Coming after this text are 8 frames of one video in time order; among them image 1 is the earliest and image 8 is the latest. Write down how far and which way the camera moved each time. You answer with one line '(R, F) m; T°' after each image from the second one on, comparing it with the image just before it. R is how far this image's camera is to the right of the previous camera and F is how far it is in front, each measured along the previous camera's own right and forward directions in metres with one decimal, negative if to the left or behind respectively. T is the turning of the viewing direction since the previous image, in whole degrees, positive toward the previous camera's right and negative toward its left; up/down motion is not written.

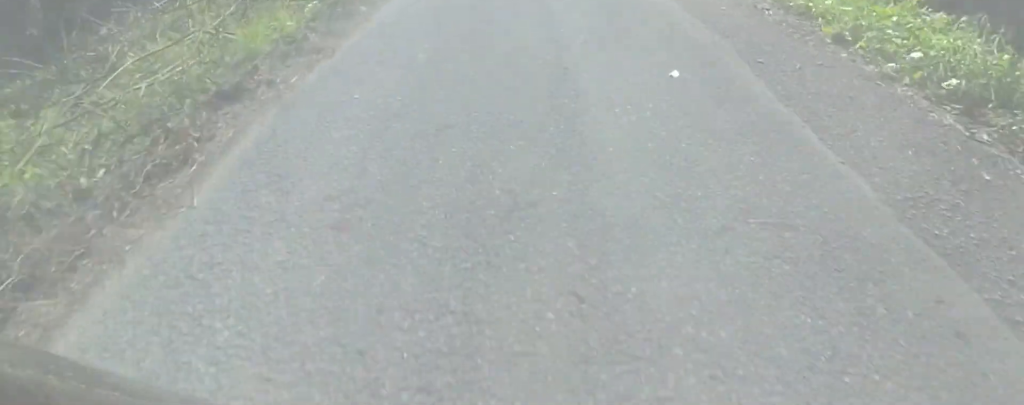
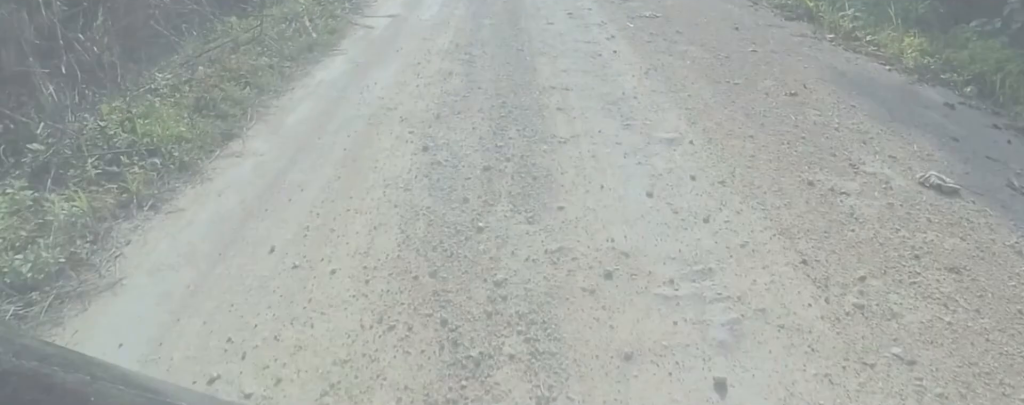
(+3.1, +27.9) m; +5°
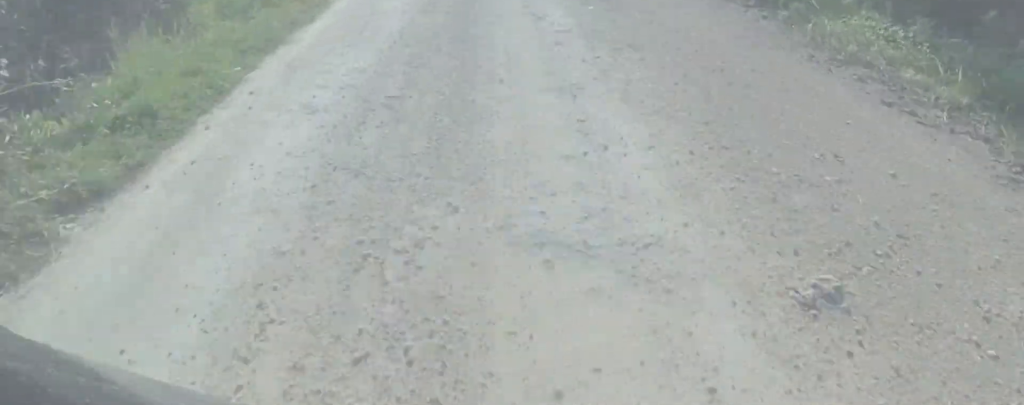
(0.0, +6.4) m; 0°
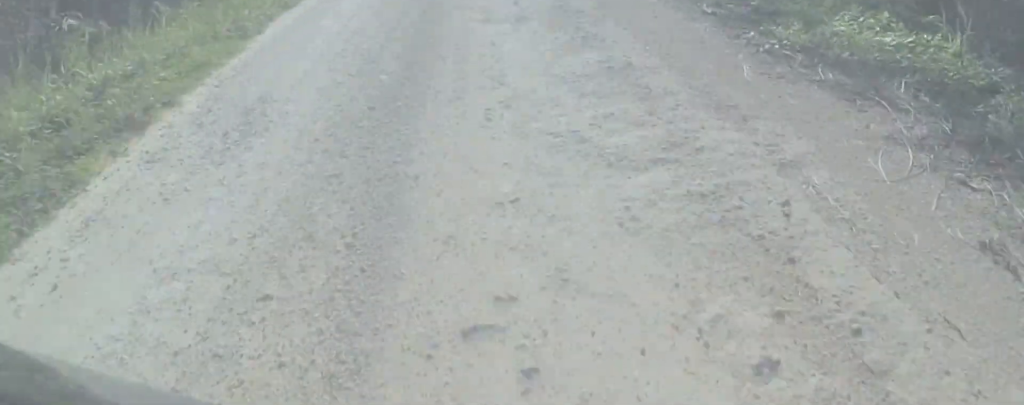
(0.0, +6.5) m; 0°
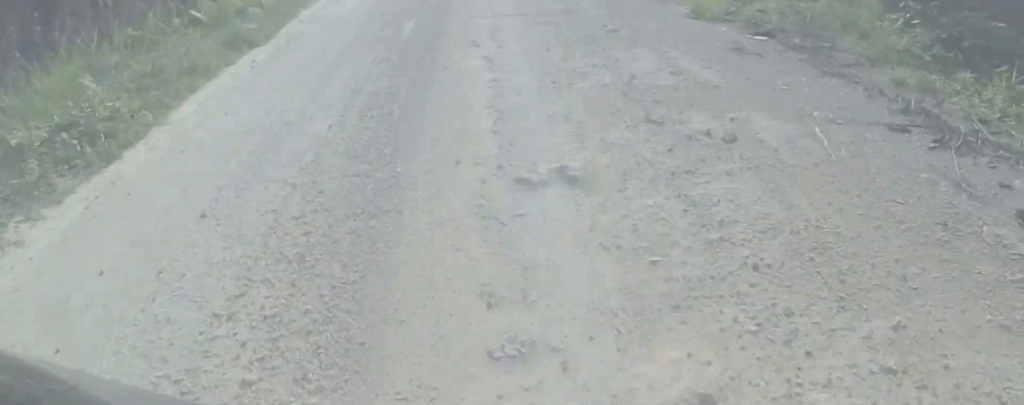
(0.0, +7.8) m; 0°
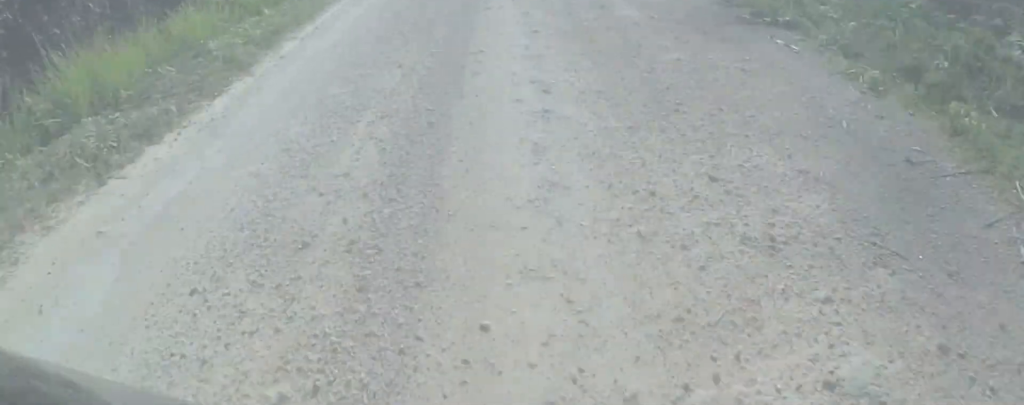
(0.0, +5.3) m; 0°
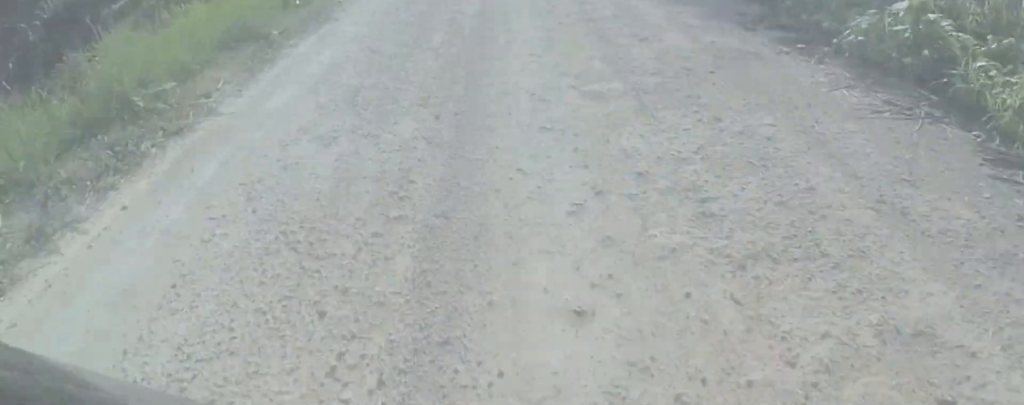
(0.0, +4.6) m; 0°
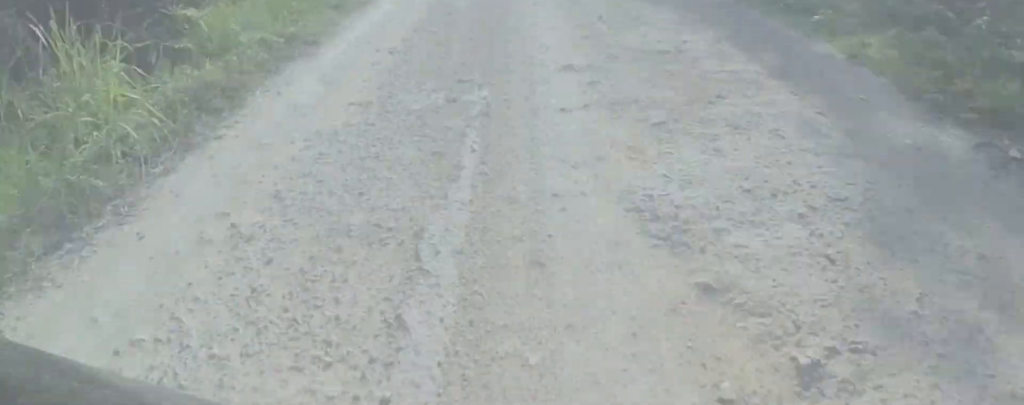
(0.0, +5.3) m; 0°
